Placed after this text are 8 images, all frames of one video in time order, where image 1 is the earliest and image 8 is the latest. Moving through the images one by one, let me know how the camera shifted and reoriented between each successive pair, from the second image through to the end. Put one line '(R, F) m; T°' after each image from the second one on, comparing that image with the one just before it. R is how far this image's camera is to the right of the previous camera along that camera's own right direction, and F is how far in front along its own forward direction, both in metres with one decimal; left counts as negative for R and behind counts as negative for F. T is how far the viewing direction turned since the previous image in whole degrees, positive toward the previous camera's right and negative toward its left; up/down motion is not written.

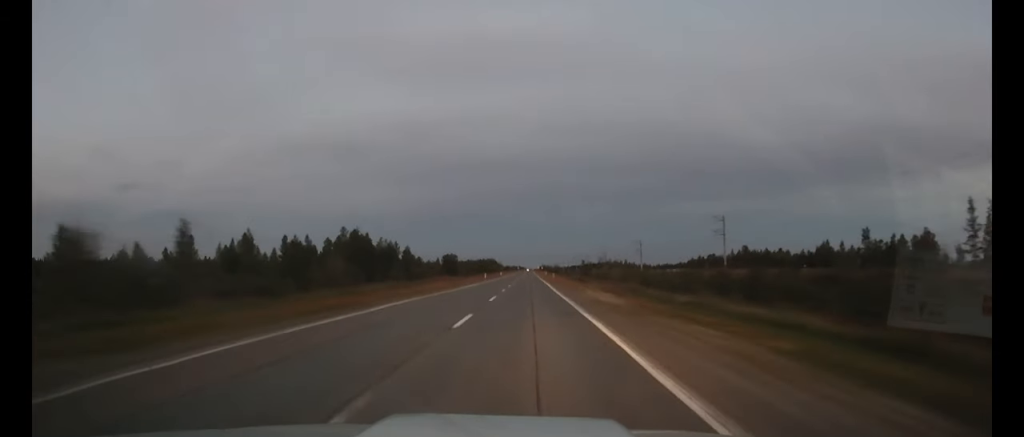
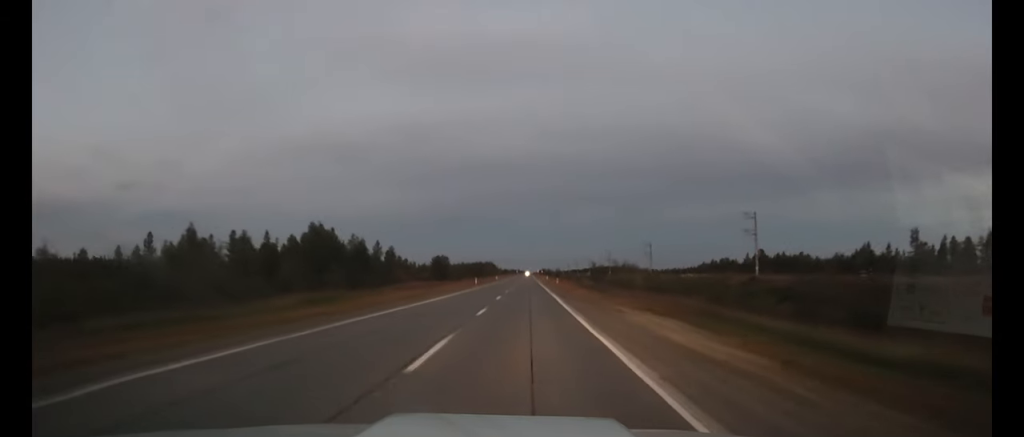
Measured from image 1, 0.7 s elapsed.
(0.0, +16.8) m; 0°
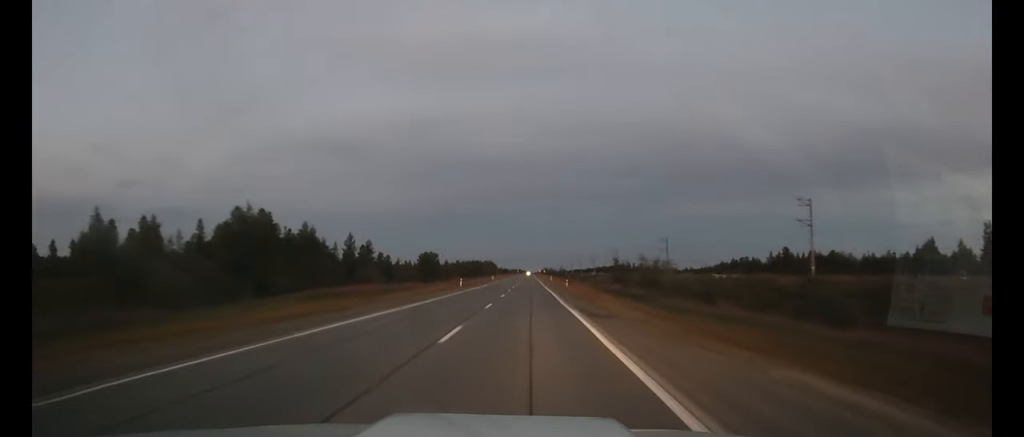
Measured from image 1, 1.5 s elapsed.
(0.0, +20.2) m; 0°
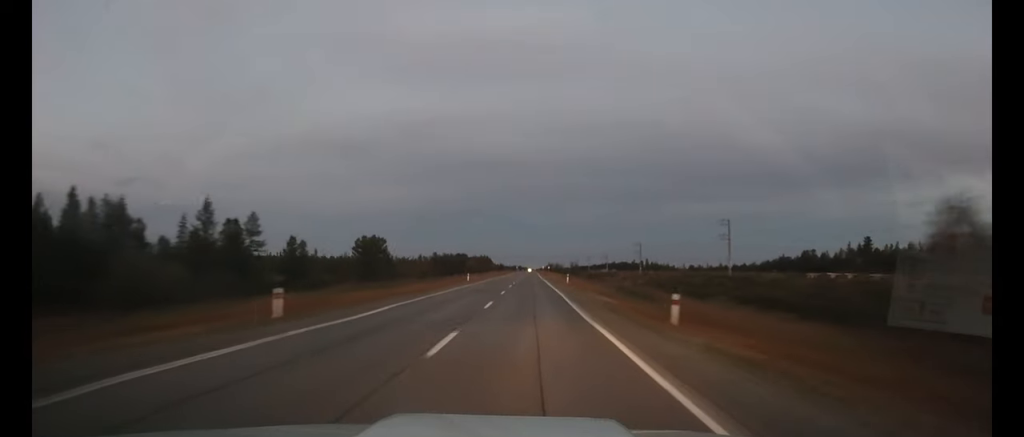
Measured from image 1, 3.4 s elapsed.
(-0.1, +50.1) m; 0°
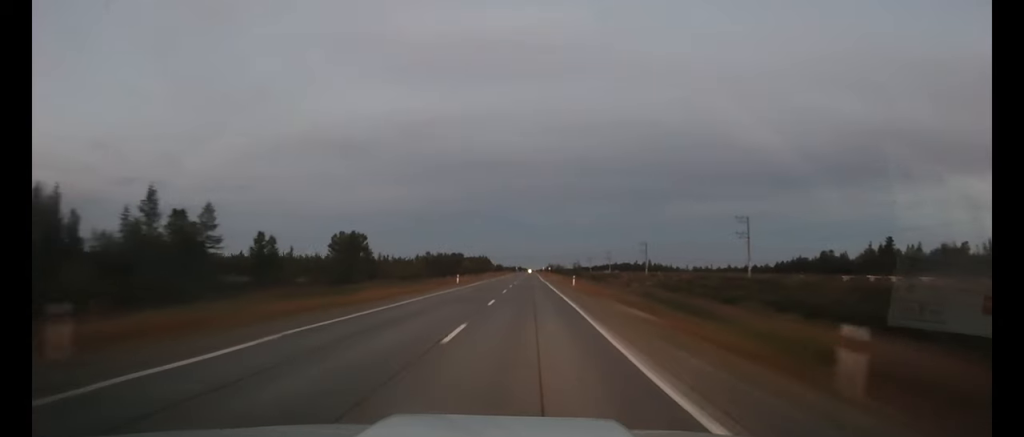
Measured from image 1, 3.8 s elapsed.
(0.0, +10.3) m; 0°
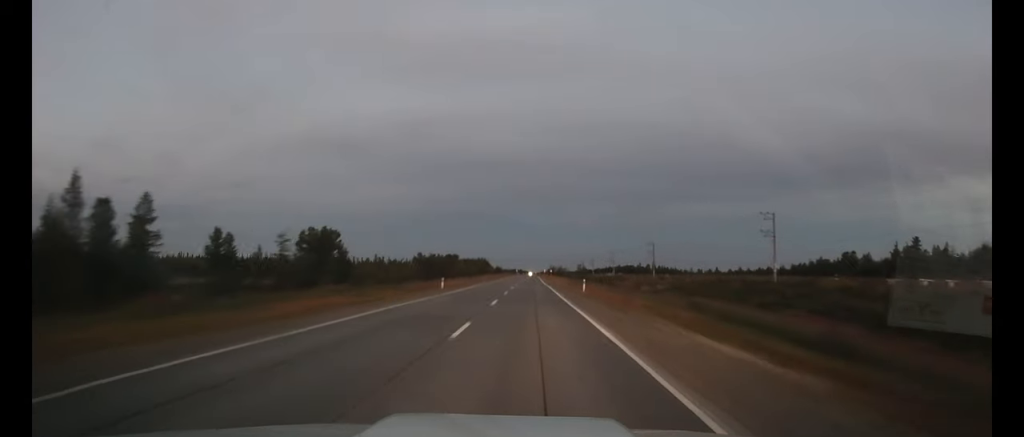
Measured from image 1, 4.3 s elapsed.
(0.0, +11.2) m; 0°
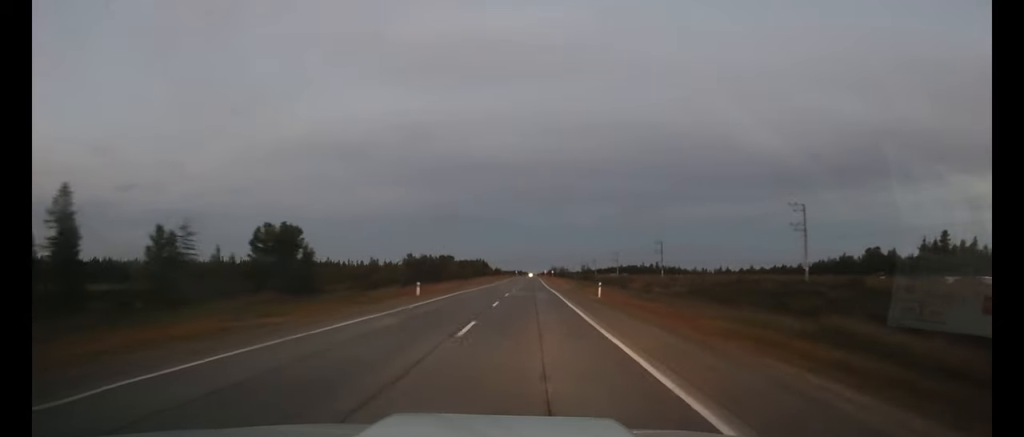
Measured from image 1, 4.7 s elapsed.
(0.0, +11.2) m; 0°
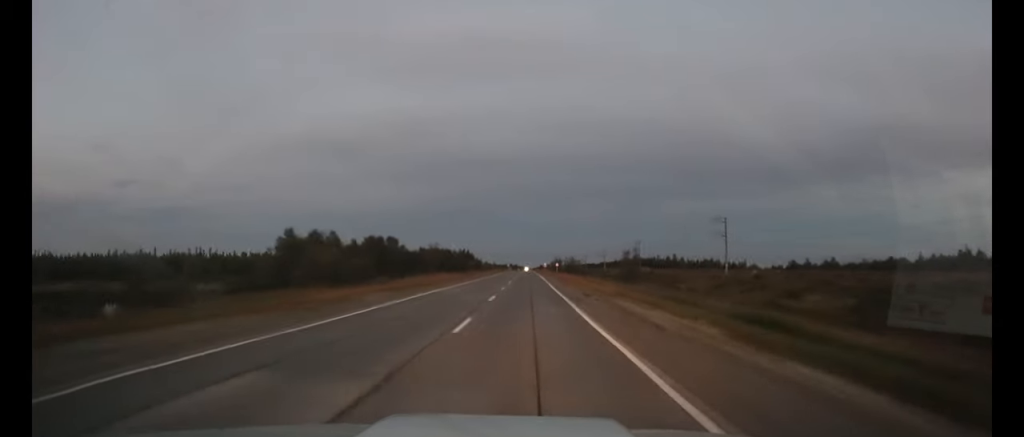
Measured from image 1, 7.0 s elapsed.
(+0.1, +59.7) m; 0°
